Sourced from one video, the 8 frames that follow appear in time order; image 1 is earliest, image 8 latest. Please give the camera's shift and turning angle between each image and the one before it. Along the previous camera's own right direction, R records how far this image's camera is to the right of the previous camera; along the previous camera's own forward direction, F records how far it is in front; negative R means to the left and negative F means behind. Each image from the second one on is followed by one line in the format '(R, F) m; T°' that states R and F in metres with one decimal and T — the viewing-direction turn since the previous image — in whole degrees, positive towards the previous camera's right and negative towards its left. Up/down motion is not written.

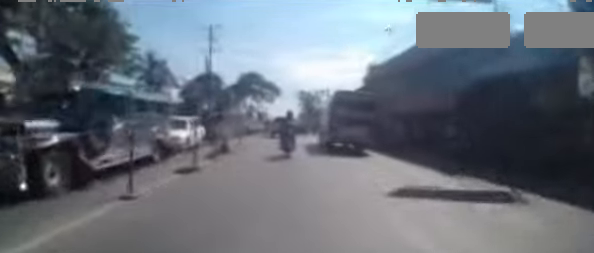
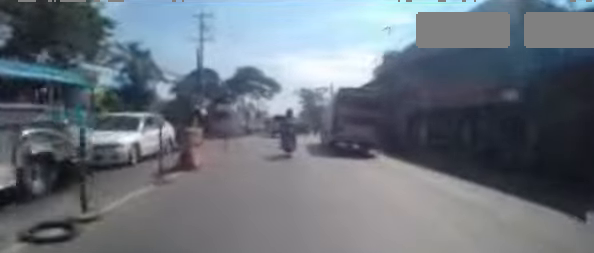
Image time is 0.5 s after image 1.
(-0.1, +4.3) m; 0°
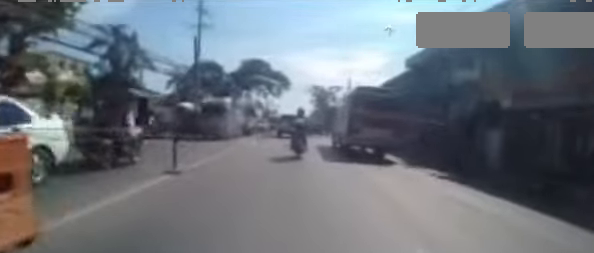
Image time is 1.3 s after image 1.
(+0.4, +6.1) m; -1°
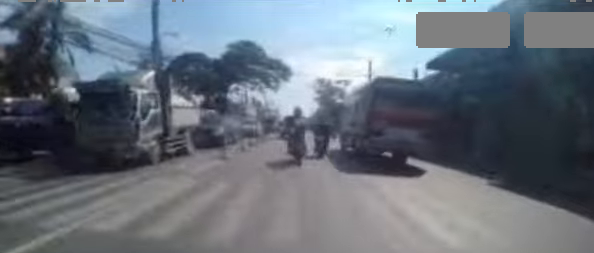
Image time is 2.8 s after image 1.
(-0.5, +10.5) m; -2°
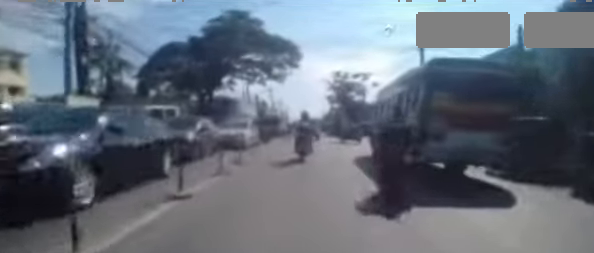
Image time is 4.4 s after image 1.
(-0.2, +11.0) m; 0°
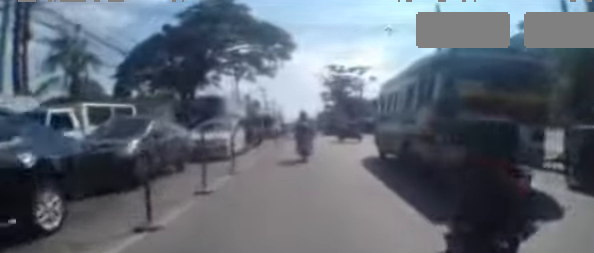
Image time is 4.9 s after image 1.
(+0.2, +3.4) m; 0°
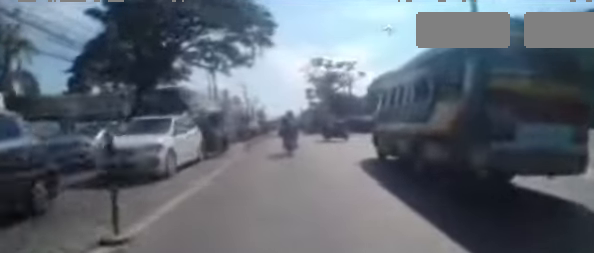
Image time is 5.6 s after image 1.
(+0.2, +4.5) m; 0°
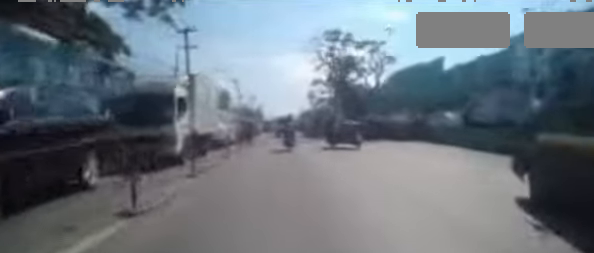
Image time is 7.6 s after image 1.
(+0.1, +14.7) m; +1°
